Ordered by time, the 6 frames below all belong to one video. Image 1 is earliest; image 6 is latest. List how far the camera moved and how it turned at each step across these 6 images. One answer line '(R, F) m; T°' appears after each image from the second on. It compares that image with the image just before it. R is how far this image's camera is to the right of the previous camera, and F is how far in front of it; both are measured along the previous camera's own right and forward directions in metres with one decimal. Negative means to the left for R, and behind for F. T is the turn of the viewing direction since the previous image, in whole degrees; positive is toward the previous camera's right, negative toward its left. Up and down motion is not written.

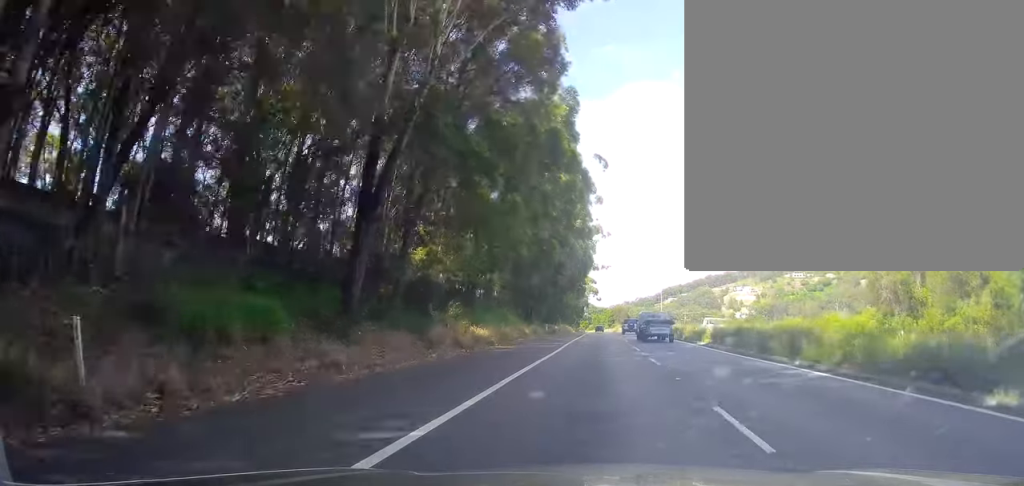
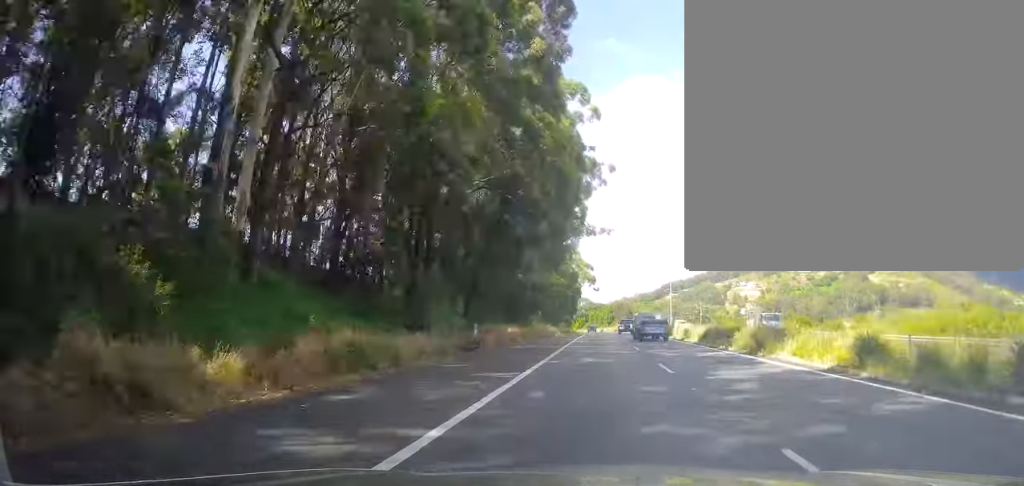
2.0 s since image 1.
(+0.4, +36.9) m; +1°
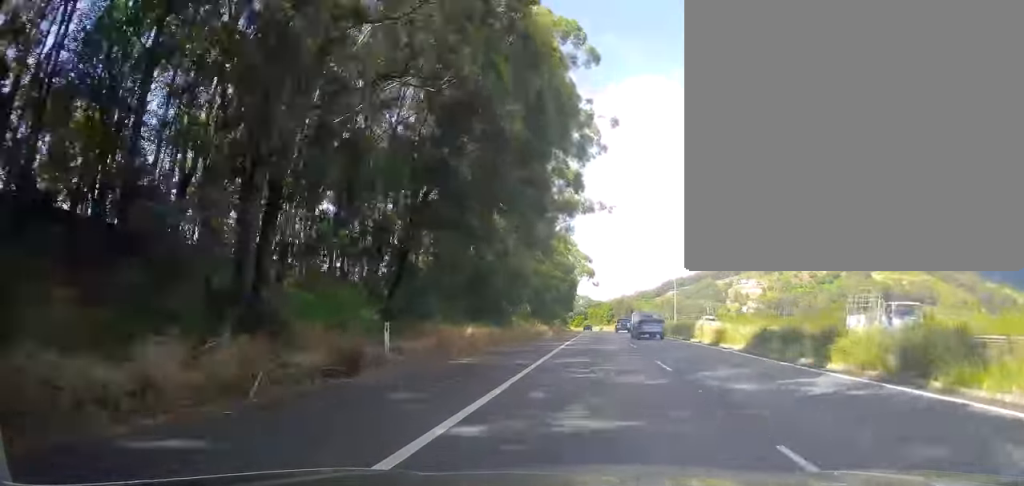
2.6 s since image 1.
(+0.1, +11.9) m; 0°
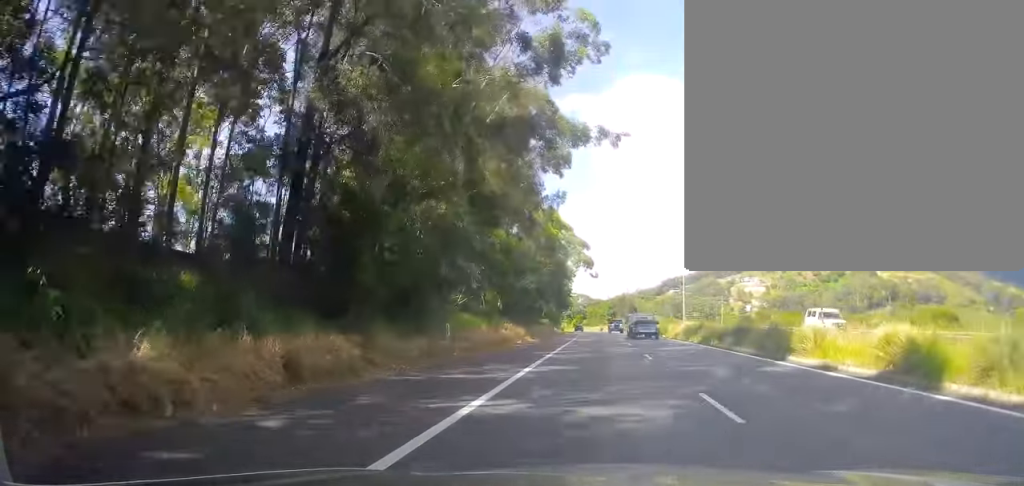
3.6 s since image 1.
(-0.2, +19.4) m; -1°
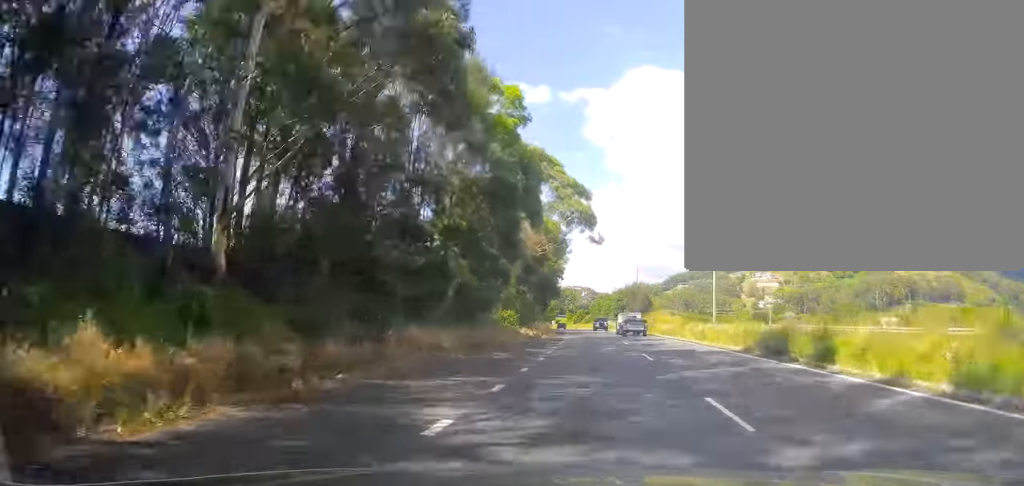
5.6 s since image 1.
(-0.1, +36.6) m; 0°
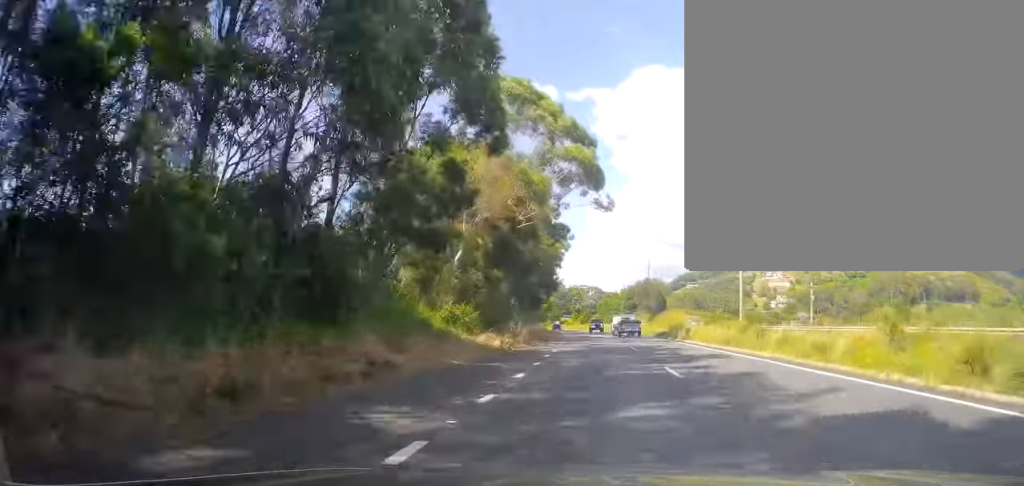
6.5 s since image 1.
(-0.2, +17.4) m; -1°
